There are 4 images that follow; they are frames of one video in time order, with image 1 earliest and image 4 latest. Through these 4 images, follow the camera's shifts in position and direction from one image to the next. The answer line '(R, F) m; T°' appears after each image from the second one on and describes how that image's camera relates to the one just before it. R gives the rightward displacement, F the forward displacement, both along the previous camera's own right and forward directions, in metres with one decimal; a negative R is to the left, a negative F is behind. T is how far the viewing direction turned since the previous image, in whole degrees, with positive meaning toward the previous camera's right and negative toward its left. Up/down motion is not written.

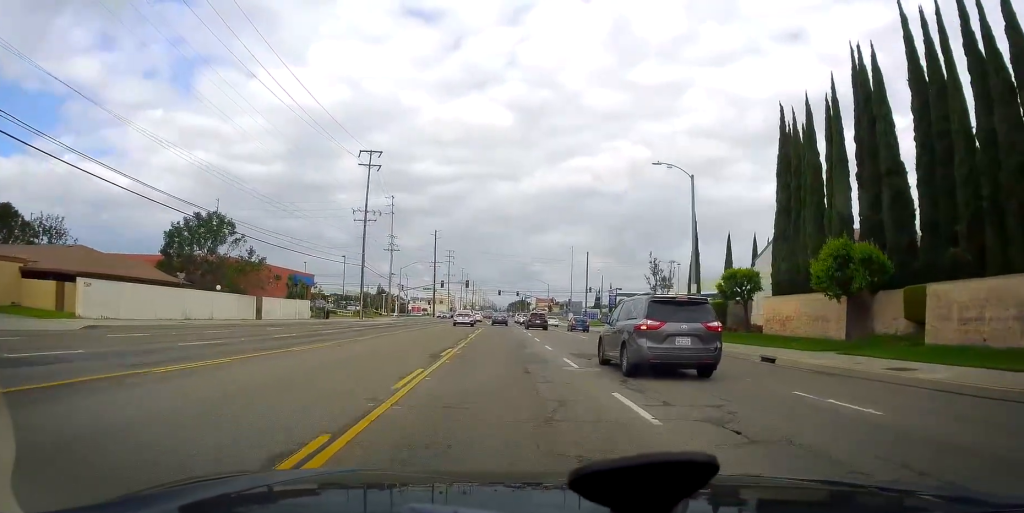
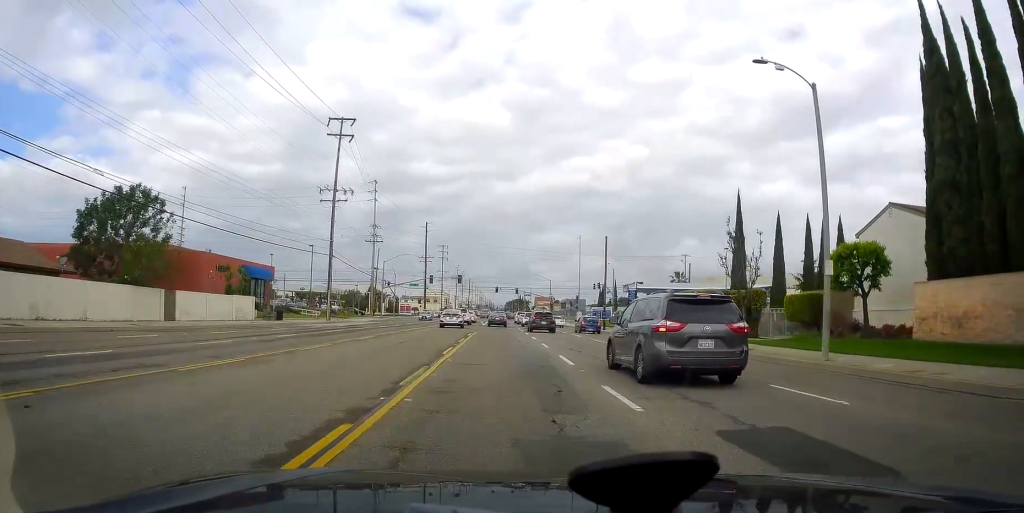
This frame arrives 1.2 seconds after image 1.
(0.0, +14.6) m; 0°
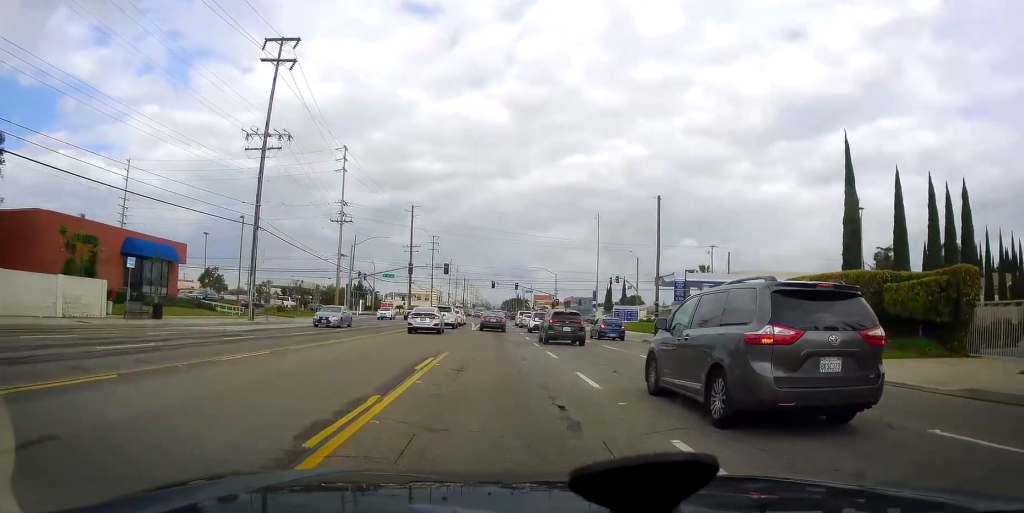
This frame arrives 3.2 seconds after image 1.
(0.0, +20.9) m; 0°
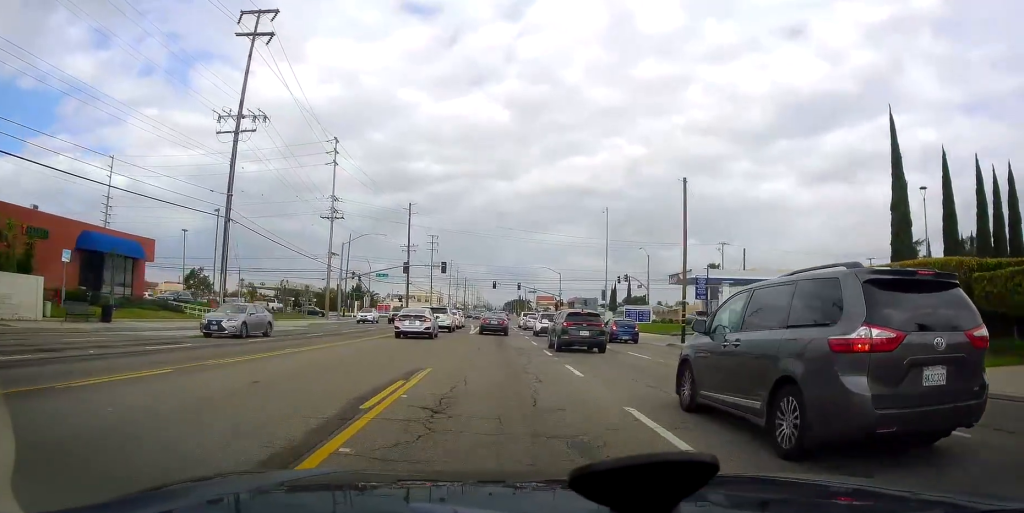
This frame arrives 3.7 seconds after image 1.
(0.0, +5.5) m; 0°
